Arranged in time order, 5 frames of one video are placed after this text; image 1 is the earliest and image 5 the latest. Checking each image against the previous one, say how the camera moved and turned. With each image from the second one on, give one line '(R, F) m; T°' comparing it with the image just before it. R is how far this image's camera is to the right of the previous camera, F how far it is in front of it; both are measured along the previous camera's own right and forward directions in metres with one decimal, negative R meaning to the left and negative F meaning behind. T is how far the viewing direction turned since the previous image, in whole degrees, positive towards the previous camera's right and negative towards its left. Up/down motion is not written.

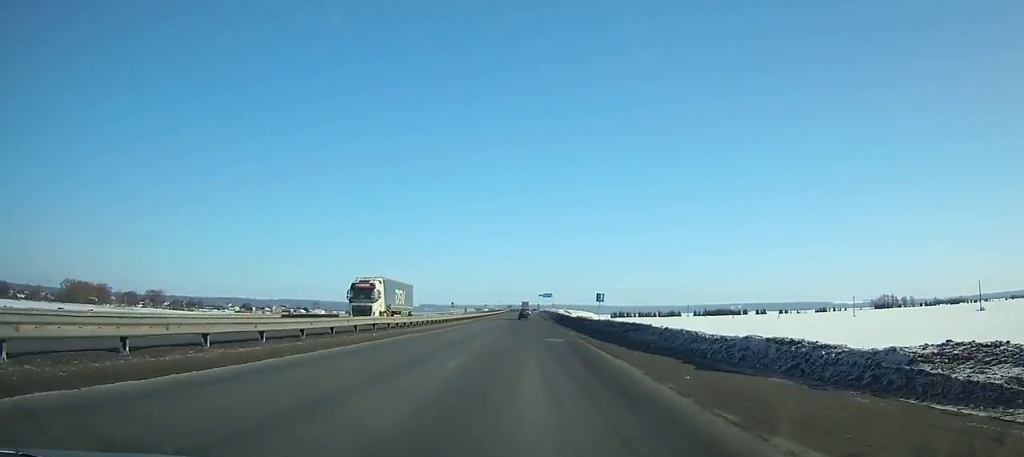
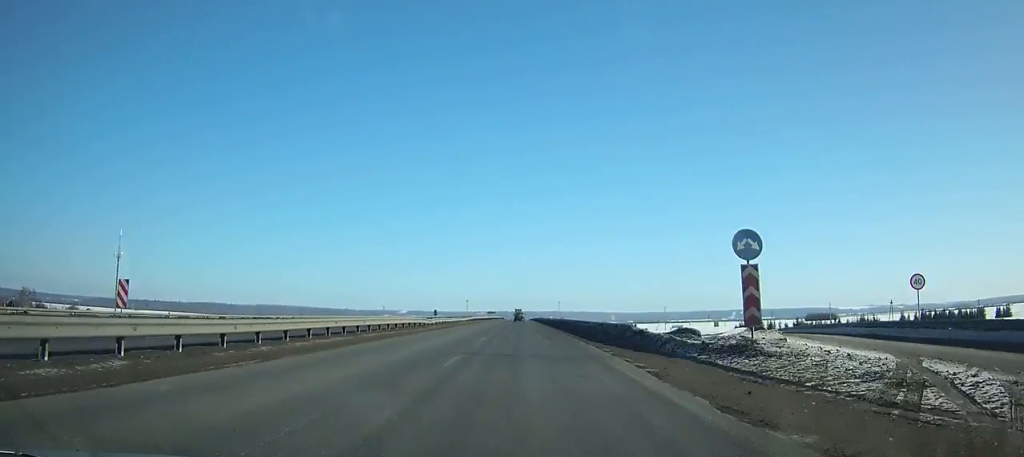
(+0.2, +299.2) m; 0°
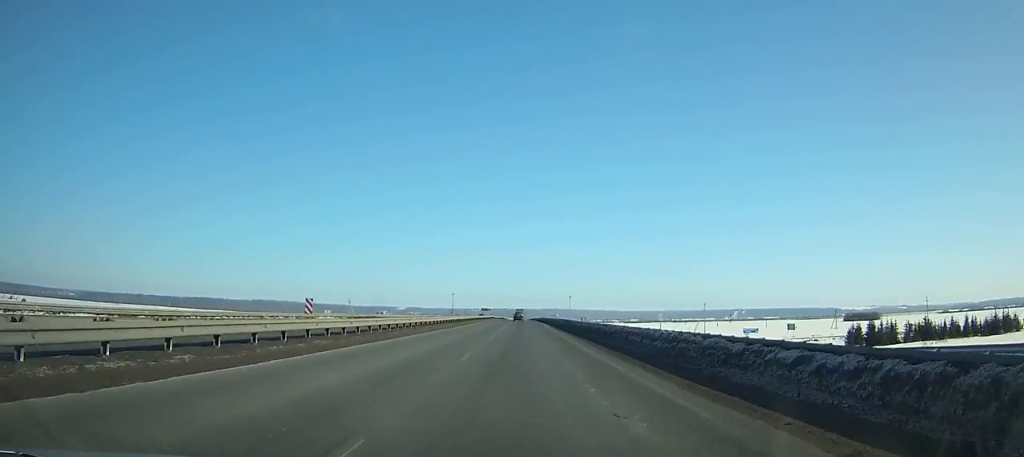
(+0.1, +72.5) m; 0°
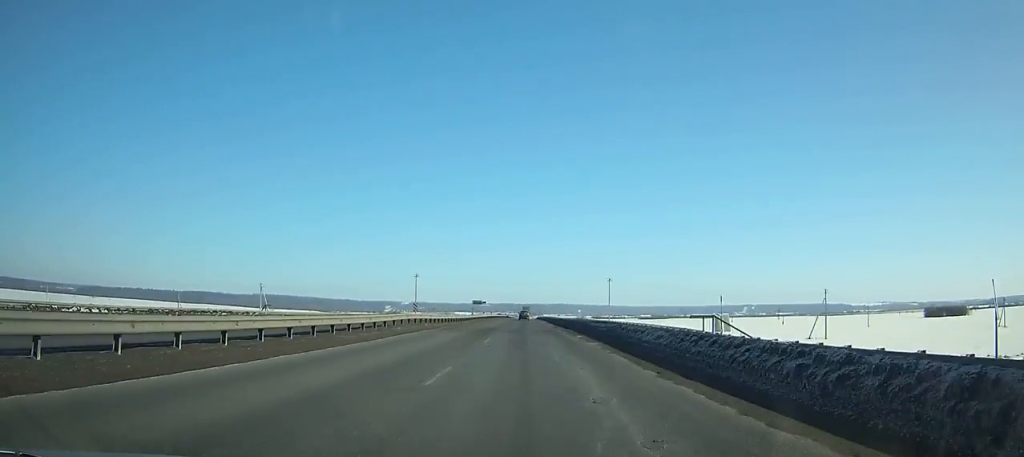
(+0.1, +100.4) m; 0°
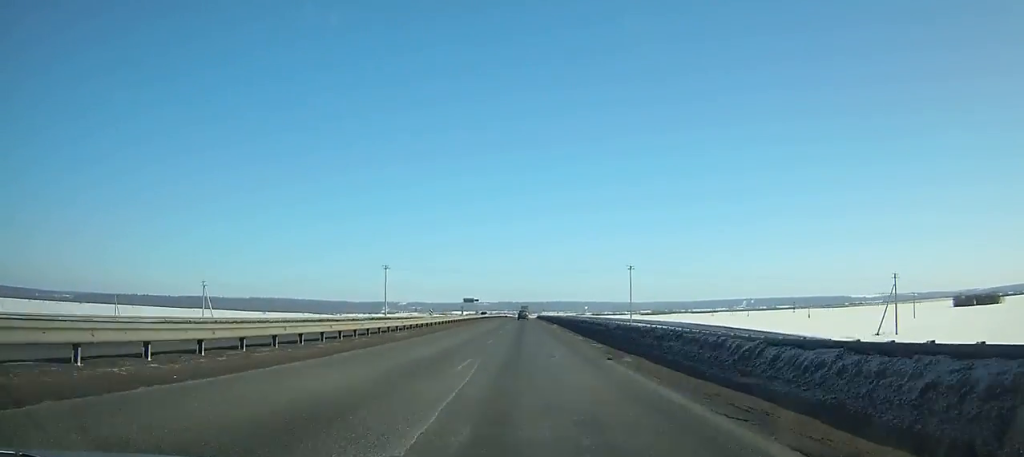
(0.0, +33.3) m; 0°
